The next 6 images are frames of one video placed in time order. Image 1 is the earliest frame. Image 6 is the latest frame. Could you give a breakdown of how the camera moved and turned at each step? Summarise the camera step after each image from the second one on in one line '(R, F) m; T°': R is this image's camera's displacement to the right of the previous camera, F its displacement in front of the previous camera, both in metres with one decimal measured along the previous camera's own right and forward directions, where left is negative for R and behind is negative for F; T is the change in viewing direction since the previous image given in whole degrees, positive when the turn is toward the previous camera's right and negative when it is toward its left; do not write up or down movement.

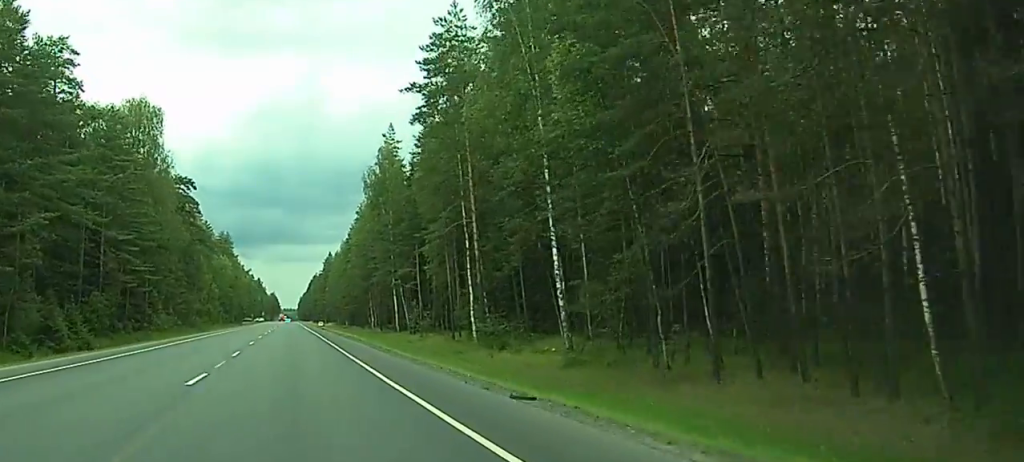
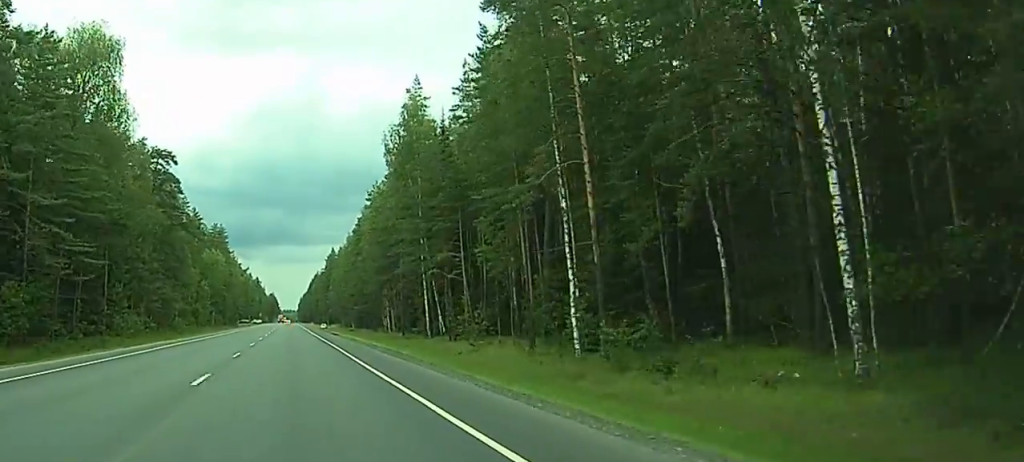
(-0.1, +24.1) m; 0°
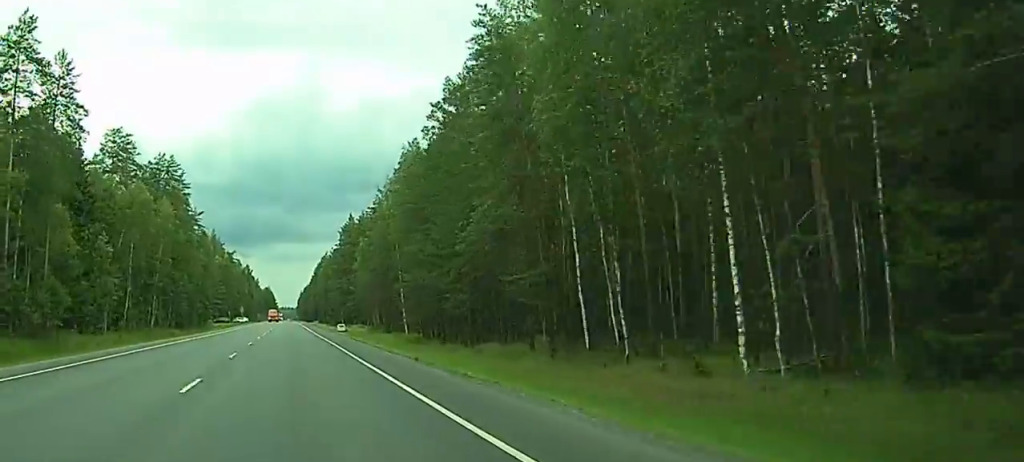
(0.0, +98.9) m; 0°
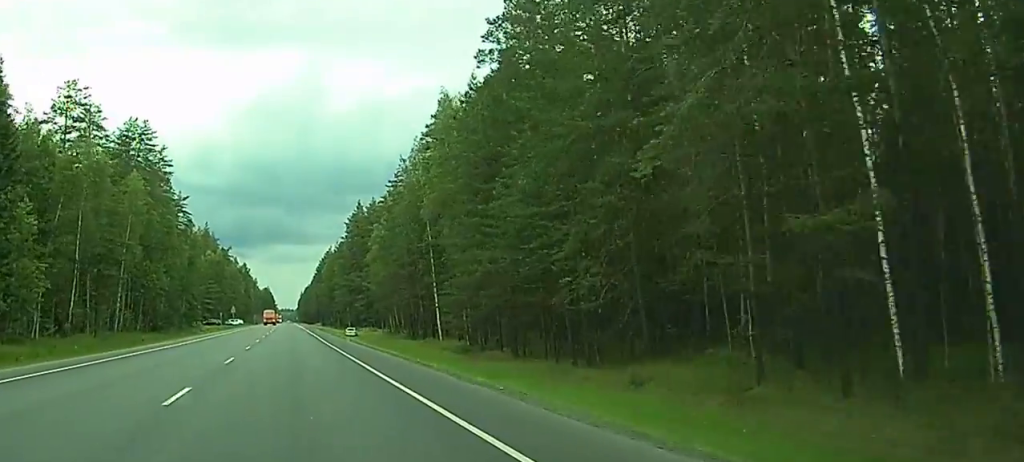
(+0.2, +26.3) m; -1°
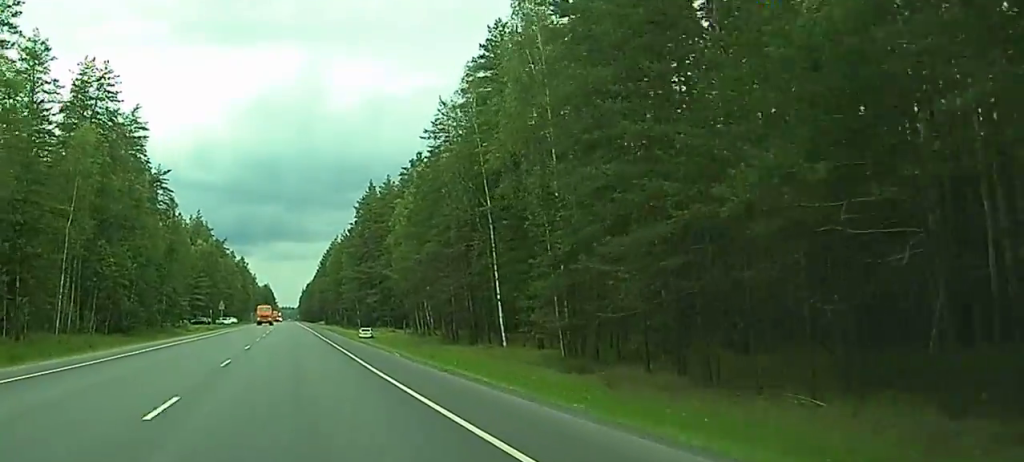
(-0.5, +26.1) m; +1°
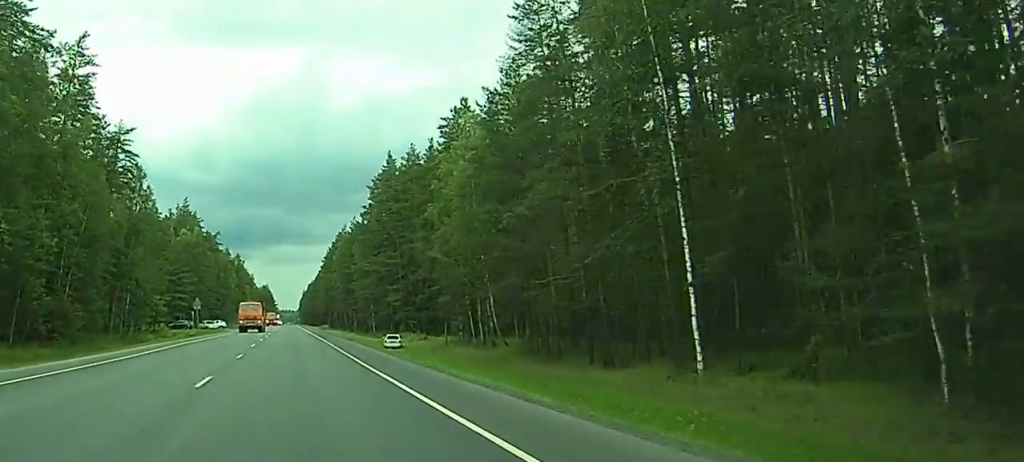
(+1.1, +30.6) m; +1°
